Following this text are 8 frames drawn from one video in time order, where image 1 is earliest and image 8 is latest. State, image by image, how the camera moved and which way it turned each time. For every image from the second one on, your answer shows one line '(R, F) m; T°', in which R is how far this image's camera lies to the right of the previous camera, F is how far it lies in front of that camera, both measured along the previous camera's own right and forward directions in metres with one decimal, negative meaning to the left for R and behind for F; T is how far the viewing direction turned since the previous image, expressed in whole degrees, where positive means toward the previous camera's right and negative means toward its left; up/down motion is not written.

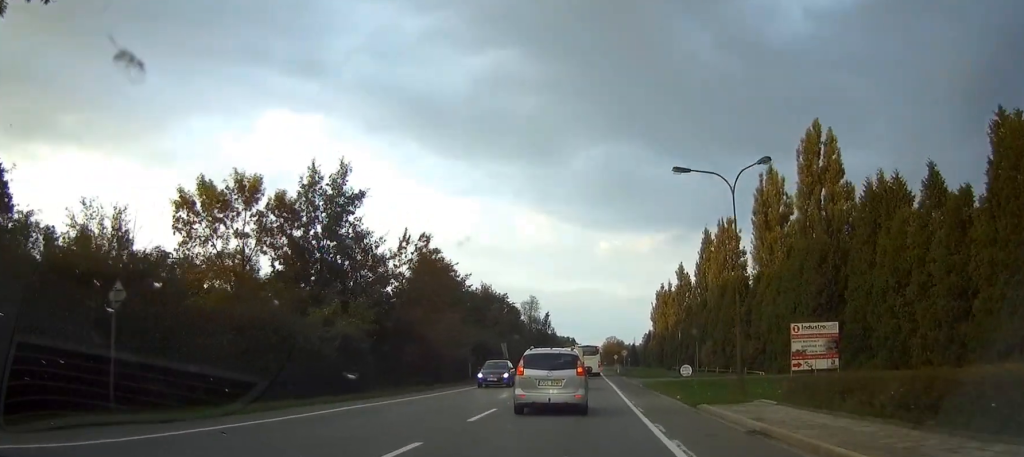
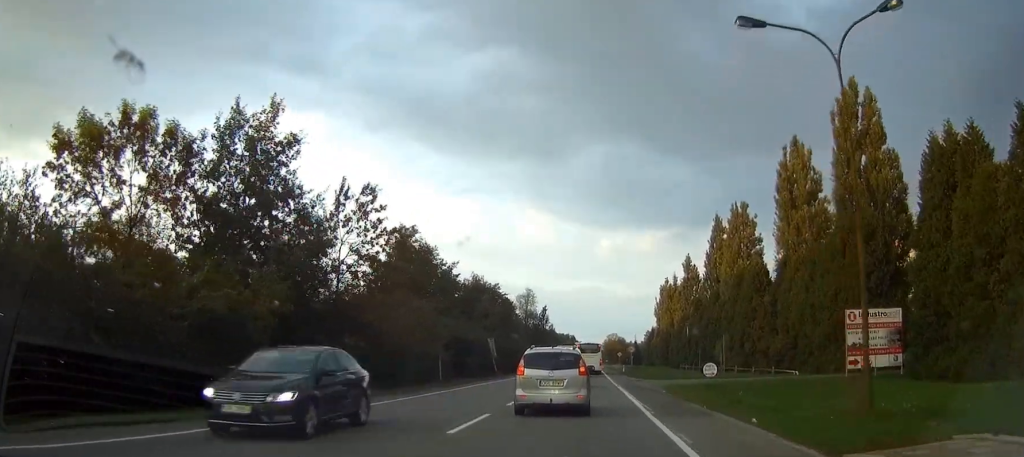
(+0.1, +11.6) m; 0°
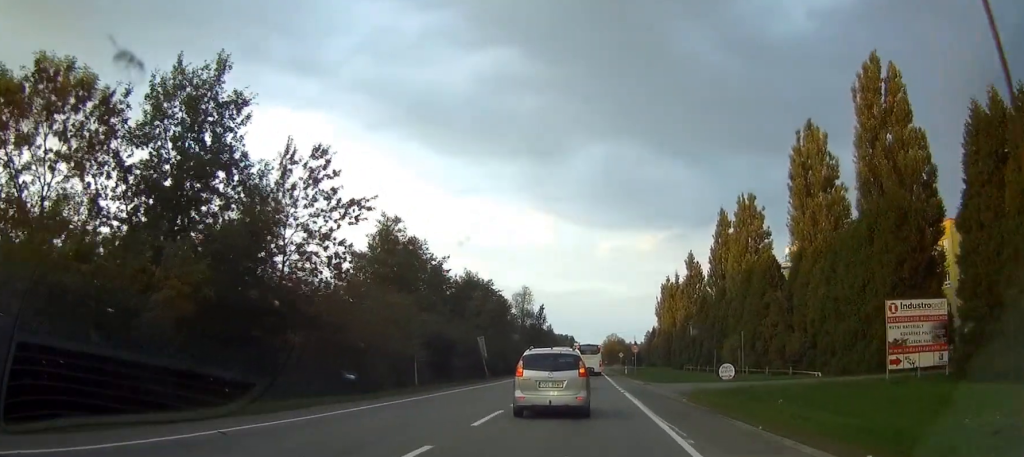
(0.0, +6.3) m; 0°
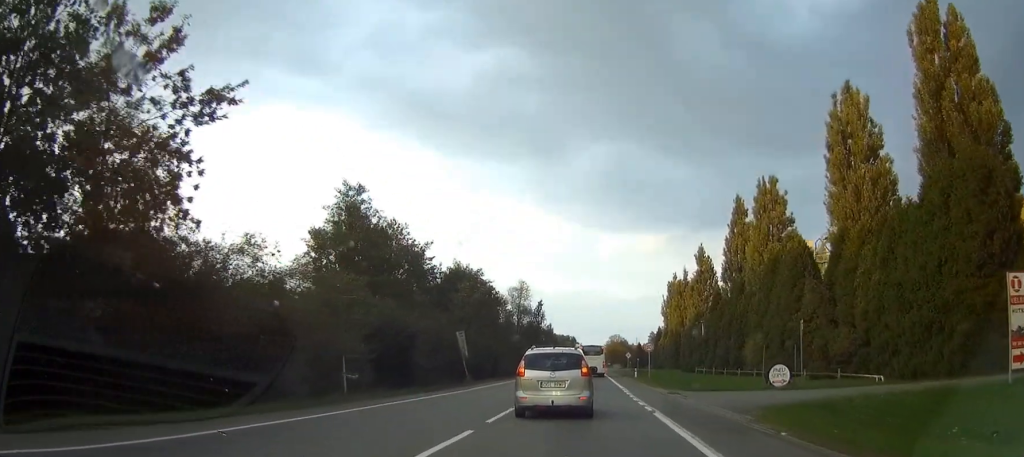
(0.0, +12.1) m; 0°
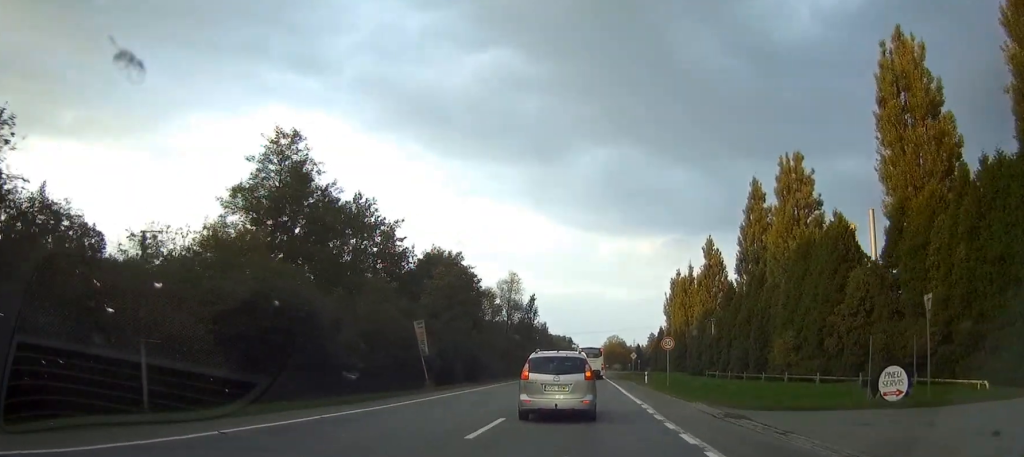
(+0.1, +13.3) m; 0°
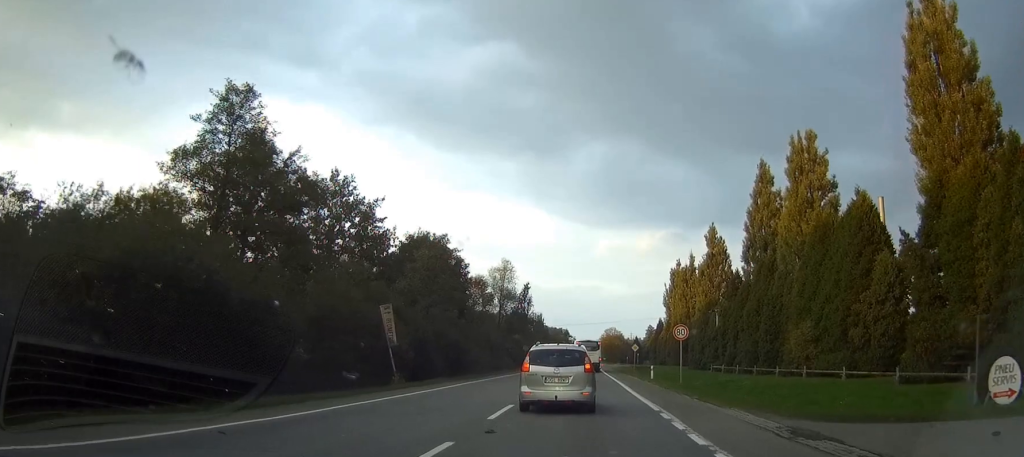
(0.0, +6.7) m; 0°
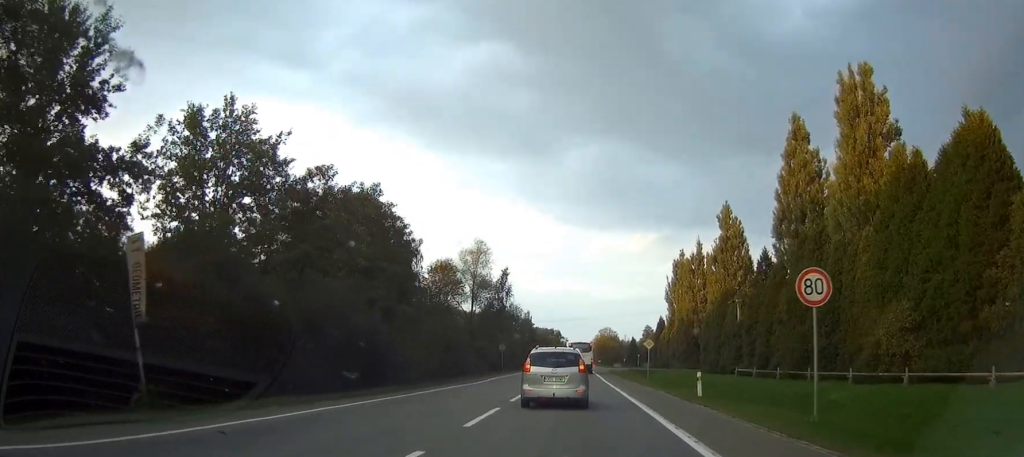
(0.0, +22.2) m; 0°
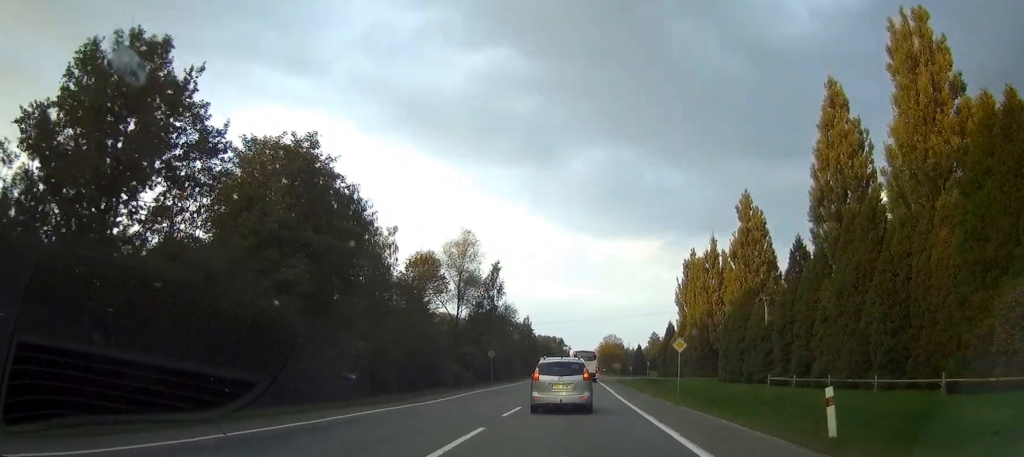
(-0.1, +13.4) m; 0°
